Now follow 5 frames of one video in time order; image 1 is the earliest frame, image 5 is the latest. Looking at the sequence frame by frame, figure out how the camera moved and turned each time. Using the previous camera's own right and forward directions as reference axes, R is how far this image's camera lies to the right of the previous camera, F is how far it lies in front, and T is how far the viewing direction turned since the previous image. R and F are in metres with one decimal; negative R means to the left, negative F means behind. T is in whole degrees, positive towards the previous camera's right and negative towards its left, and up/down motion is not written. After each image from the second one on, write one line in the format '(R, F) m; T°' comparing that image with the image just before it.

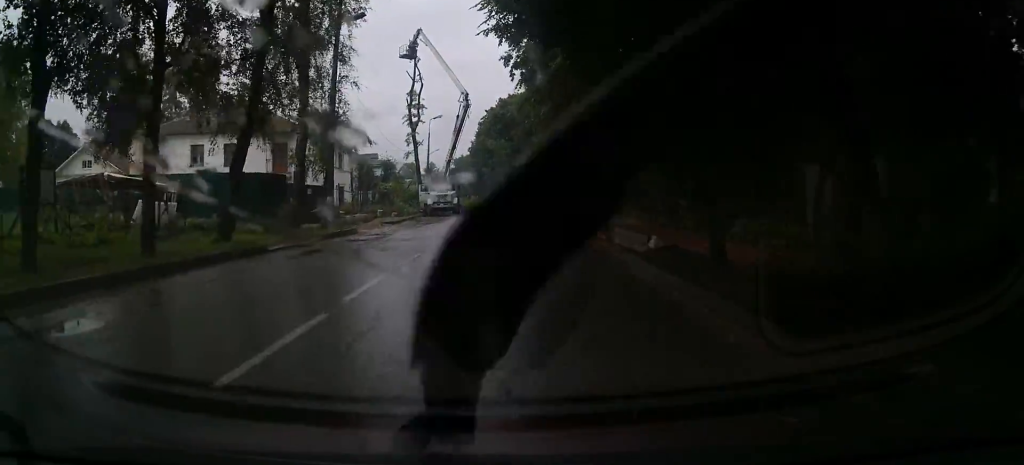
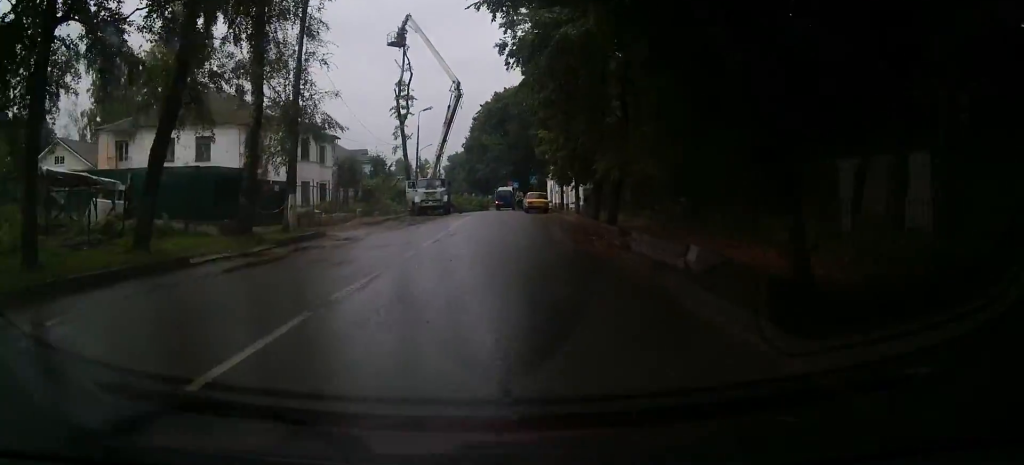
(0.0, +5.7) m; 0°
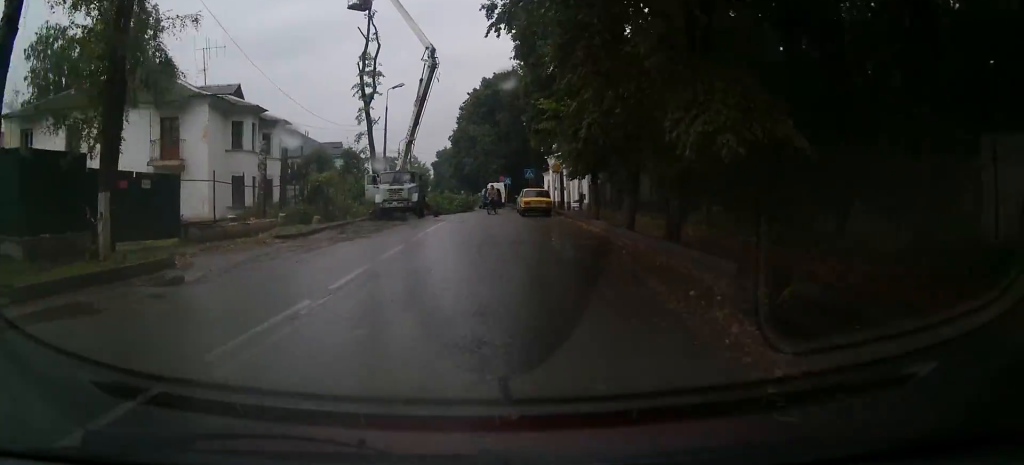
(0.0, +13.8) m; 0°
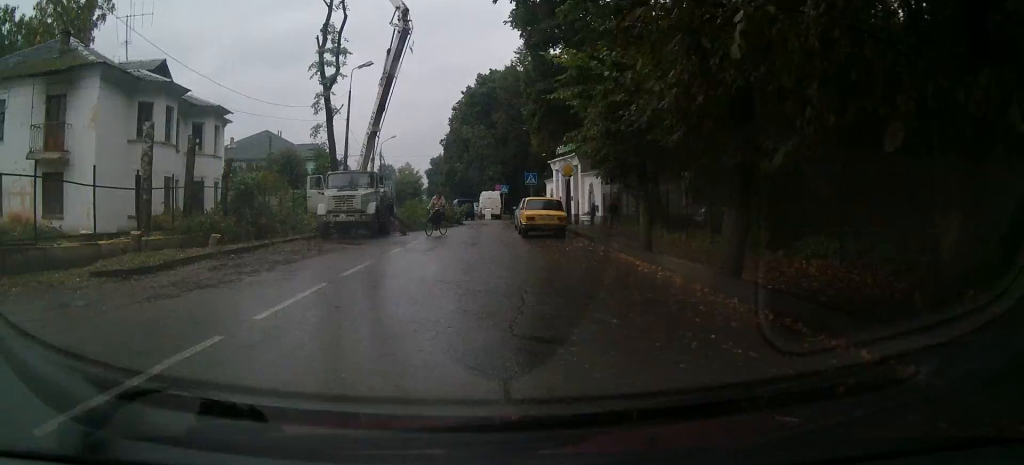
(+0.1, +11.2) m; +2°
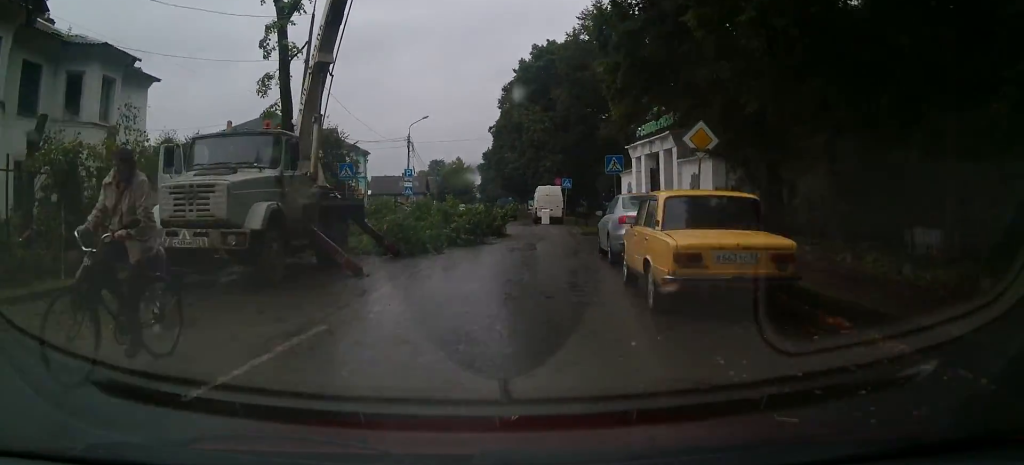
(-0.3, +13.4) m; -3°
